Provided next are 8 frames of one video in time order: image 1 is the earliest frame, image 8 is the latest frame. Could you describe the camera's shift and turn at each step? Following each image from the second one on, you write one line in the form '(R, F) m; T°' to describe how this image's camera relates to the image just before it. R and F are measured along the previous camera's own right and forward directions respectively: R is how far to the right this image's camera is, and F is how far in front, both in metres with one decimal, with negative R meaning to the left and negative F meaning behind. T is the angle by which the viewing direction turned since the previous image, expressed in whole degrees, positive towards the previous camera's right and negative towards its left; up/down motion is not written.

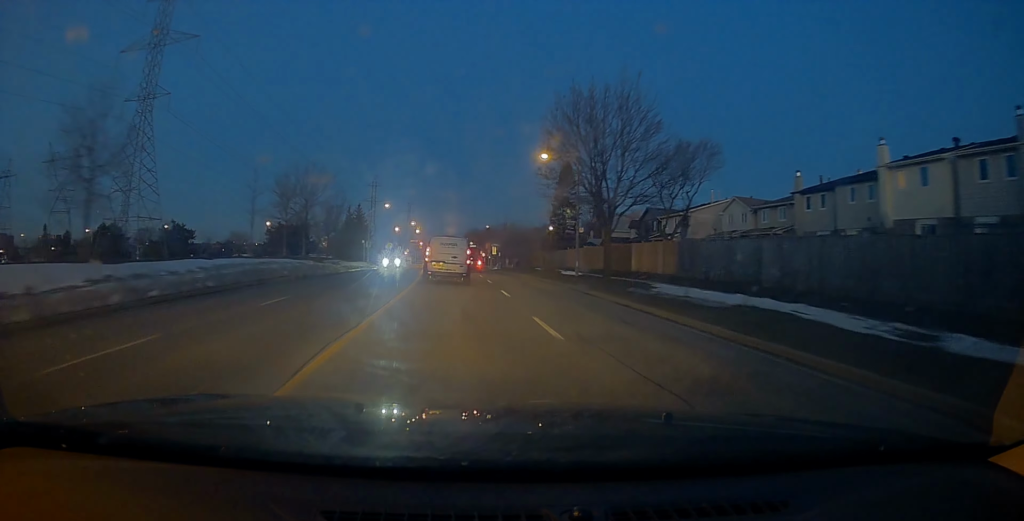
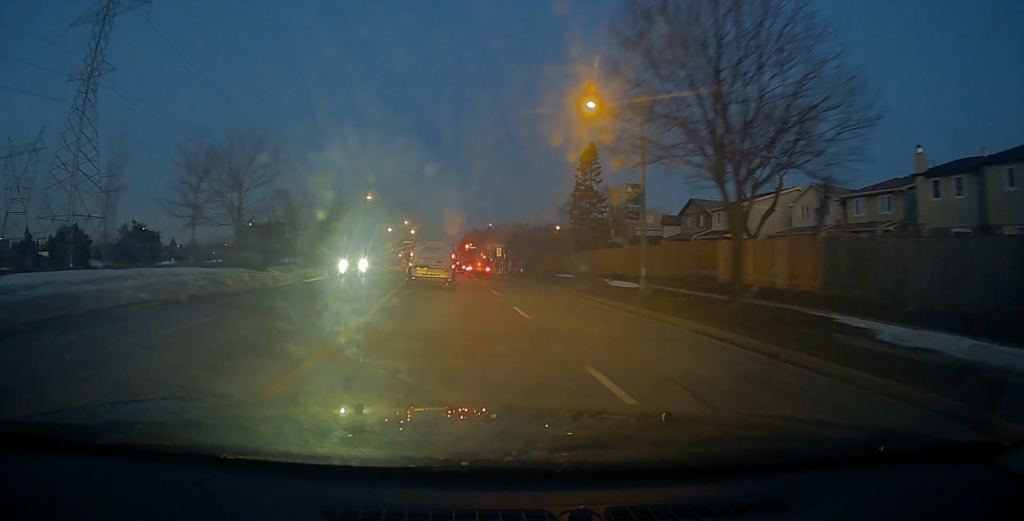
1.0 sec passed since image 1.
(-0.6, +14.0) m; +2°
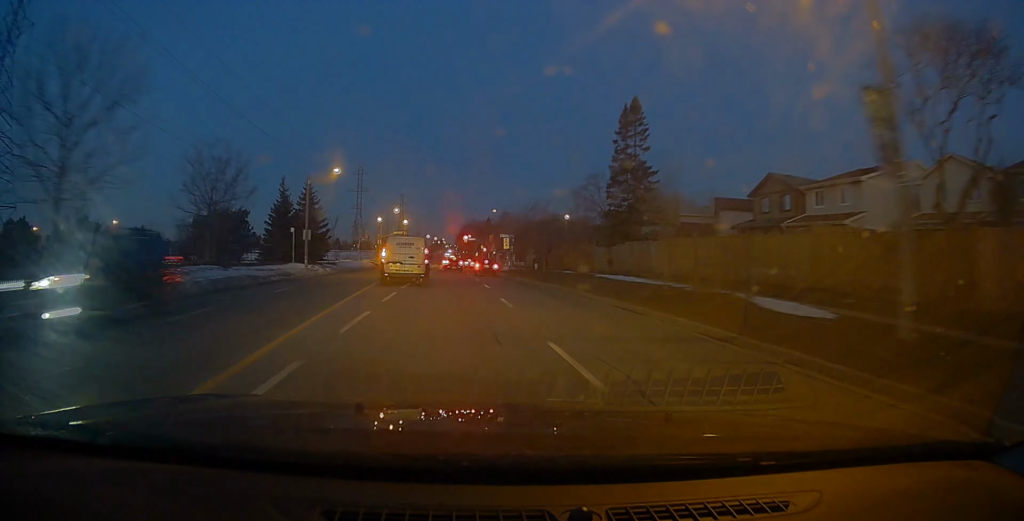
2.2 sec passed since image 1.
(+1.0, +15.6) m; +1°
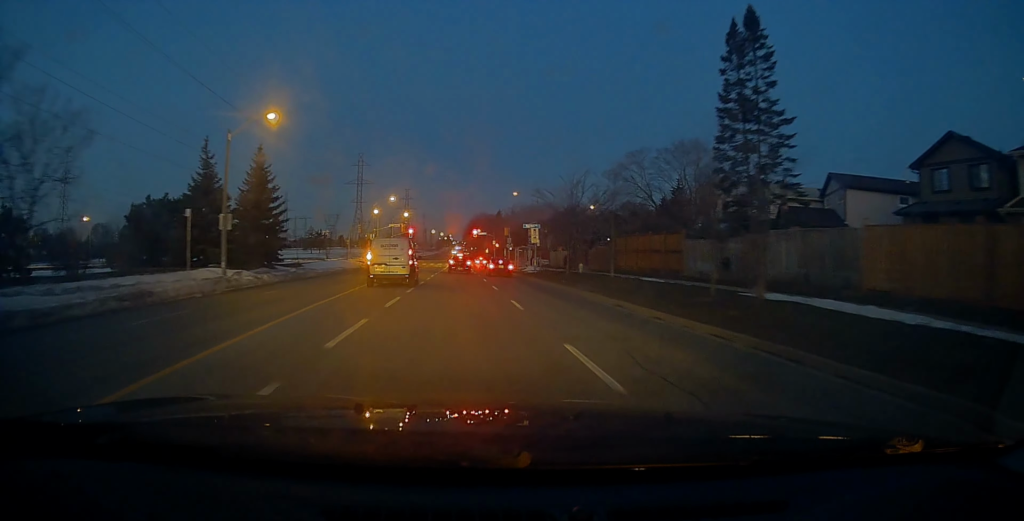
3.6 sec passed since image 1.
(-0.3, +18.2) m; 0°
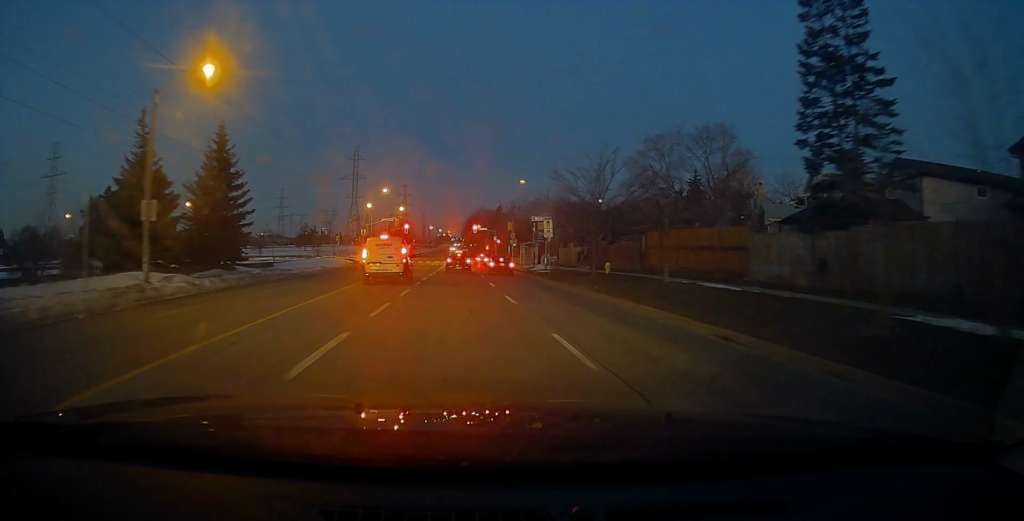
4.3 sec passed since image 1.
(+0.1, +7.9) m; 0°
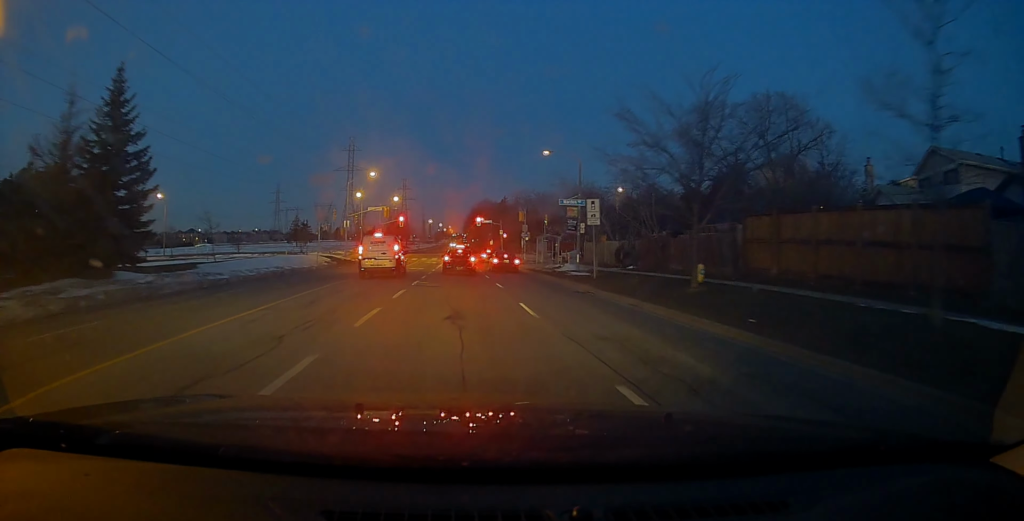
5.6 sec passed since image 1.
(-0.3, +14.1) m; 0°
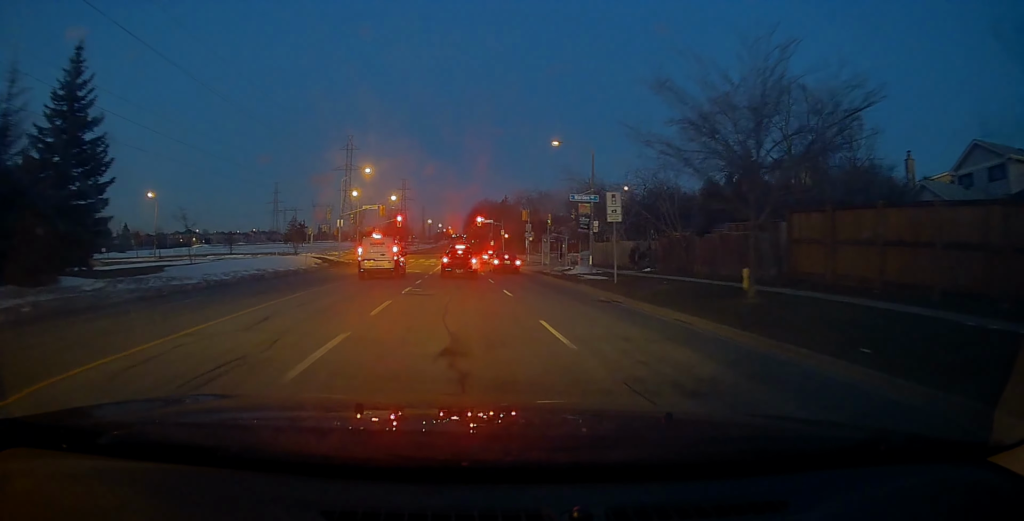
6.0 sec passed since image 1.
(-0.1, +4.1) m; +1°
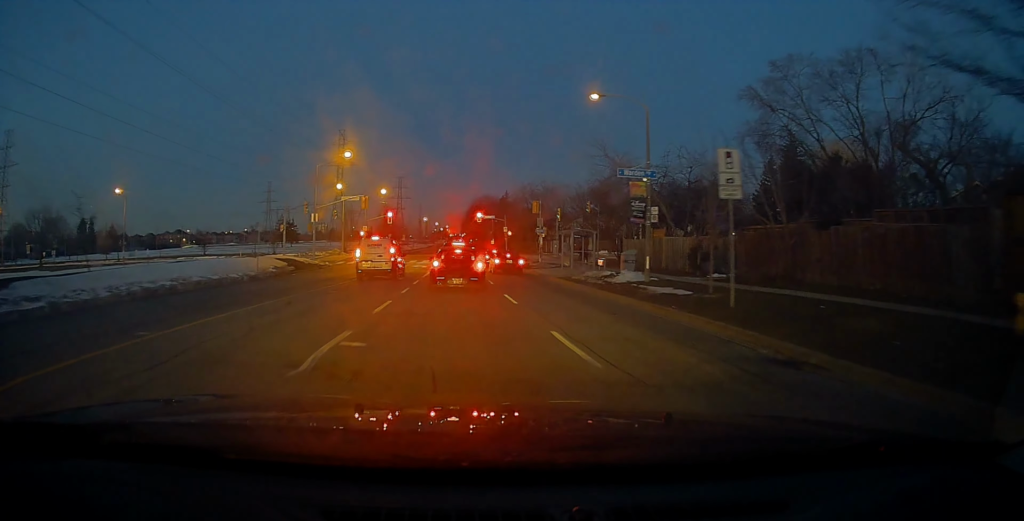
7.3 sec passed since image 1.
(+0.2, +11.5) m; -2°
